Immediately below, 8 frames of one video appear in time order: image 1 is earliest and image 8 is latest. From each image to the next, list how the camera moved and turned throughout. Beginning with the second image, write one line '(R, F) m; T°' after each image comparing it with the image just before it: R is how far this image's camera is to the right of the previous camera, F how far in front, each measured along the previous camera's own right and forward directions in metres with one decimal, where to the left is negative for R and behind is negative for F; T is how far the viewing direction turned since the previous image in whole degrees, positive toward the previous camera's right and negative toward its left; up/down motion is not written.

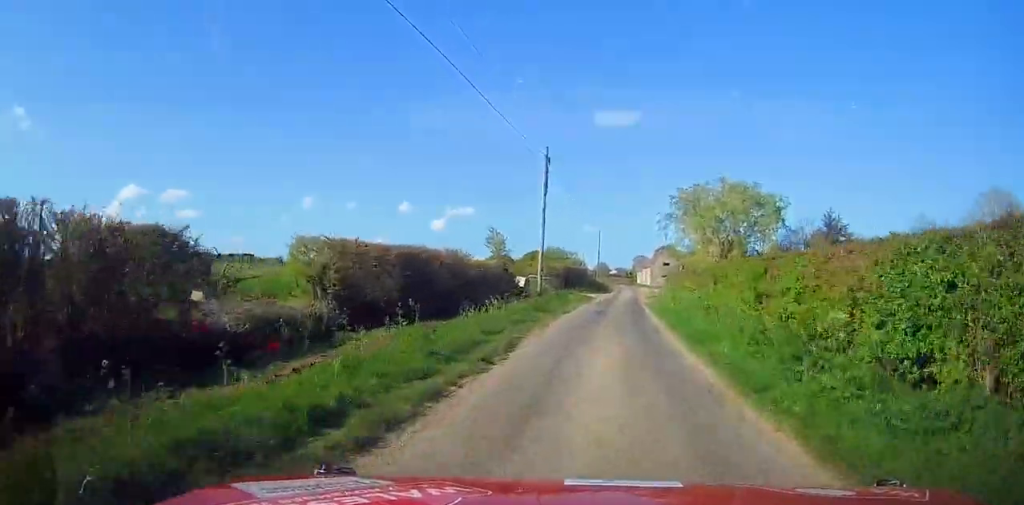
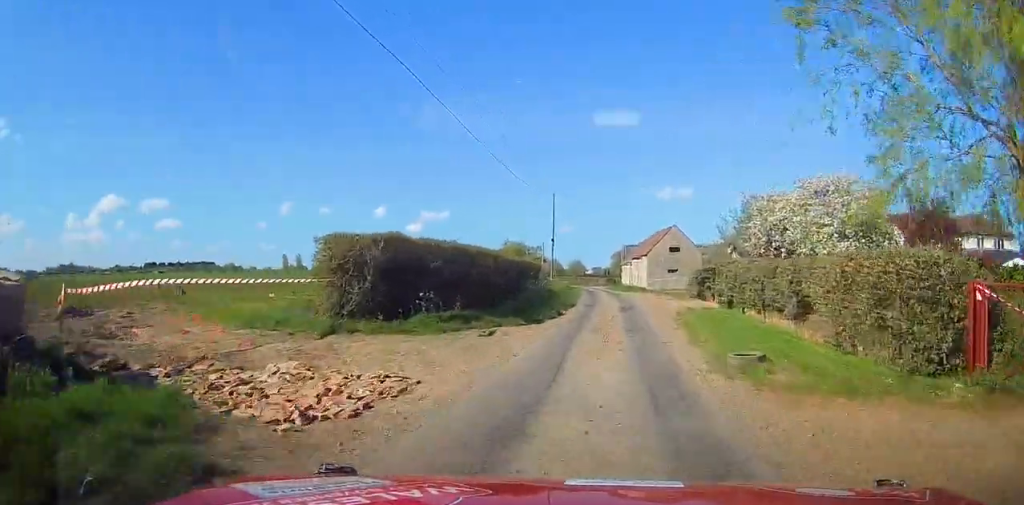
(+0.5, +38.3) m; +2°
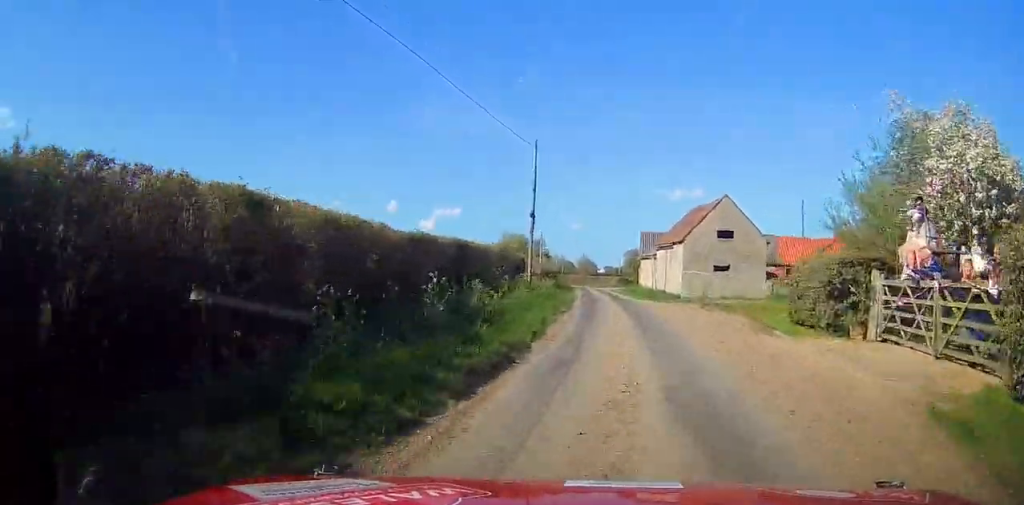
(+0.3, +17.9) m; 0°
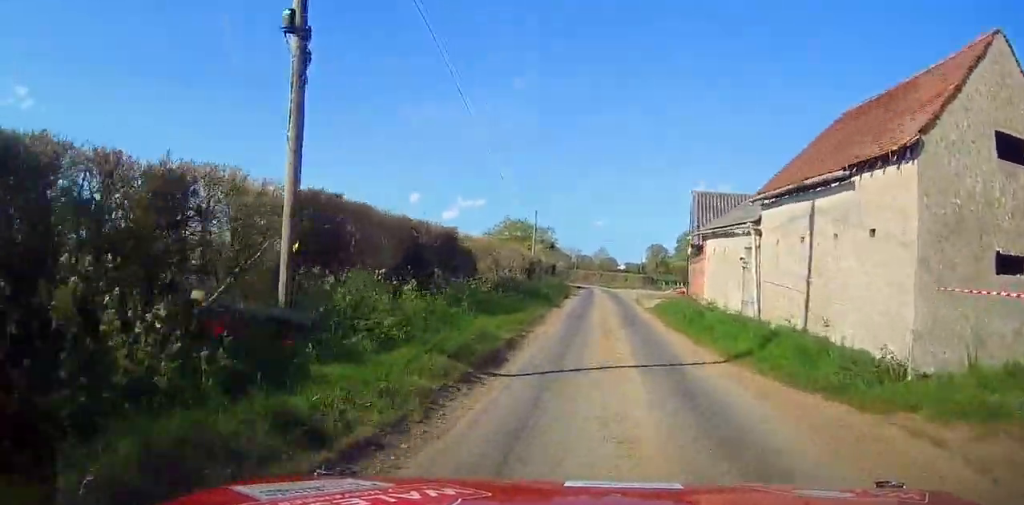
(-0.1, +24.3) m; -1°
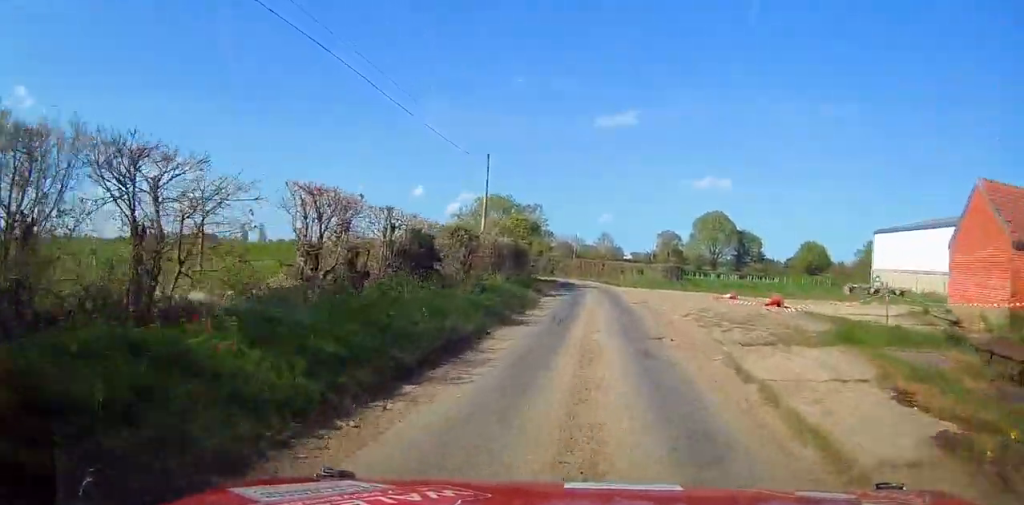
(-0.5, +25.5) m; -4°
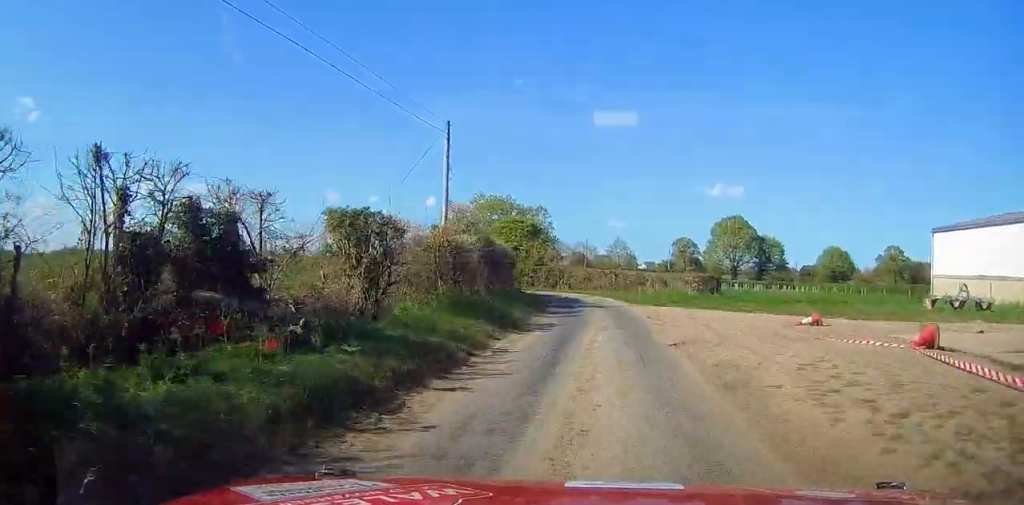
(+0.5, +10.6) m; -3°
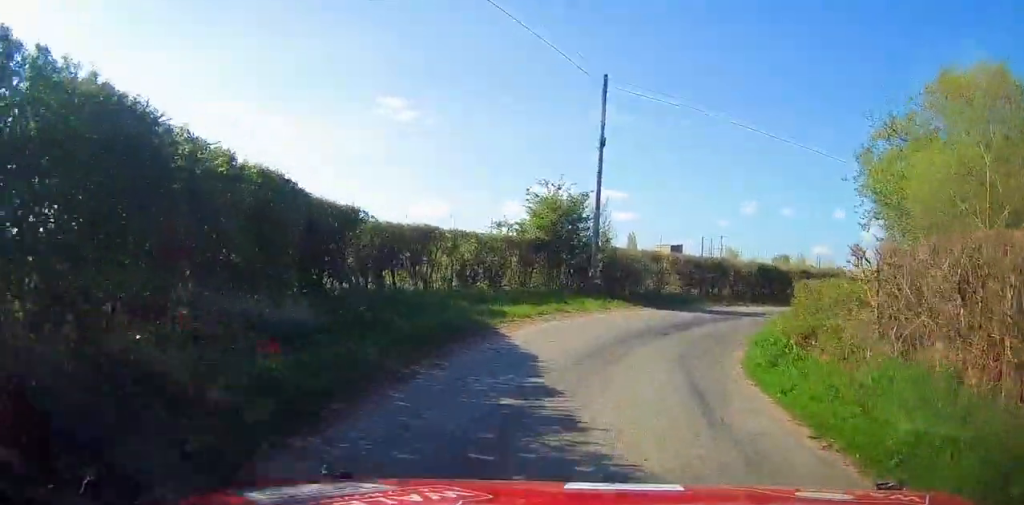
(-7.6, +52.6) m; -17°
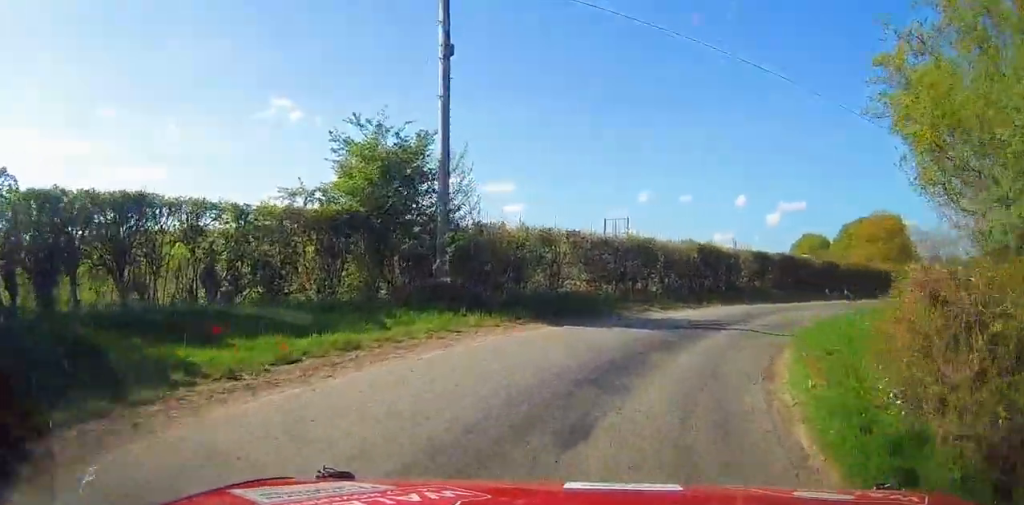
(-1.2, +8.7) m; +4°
